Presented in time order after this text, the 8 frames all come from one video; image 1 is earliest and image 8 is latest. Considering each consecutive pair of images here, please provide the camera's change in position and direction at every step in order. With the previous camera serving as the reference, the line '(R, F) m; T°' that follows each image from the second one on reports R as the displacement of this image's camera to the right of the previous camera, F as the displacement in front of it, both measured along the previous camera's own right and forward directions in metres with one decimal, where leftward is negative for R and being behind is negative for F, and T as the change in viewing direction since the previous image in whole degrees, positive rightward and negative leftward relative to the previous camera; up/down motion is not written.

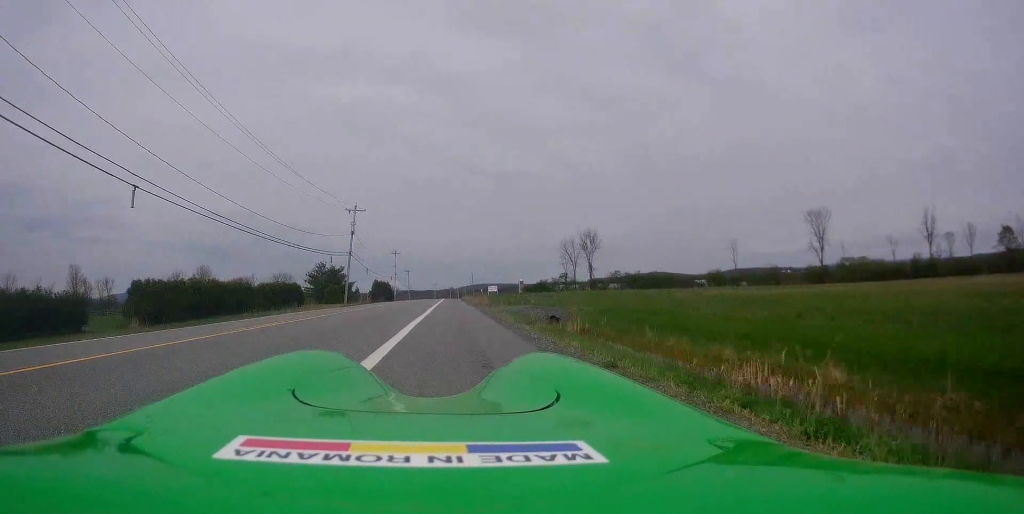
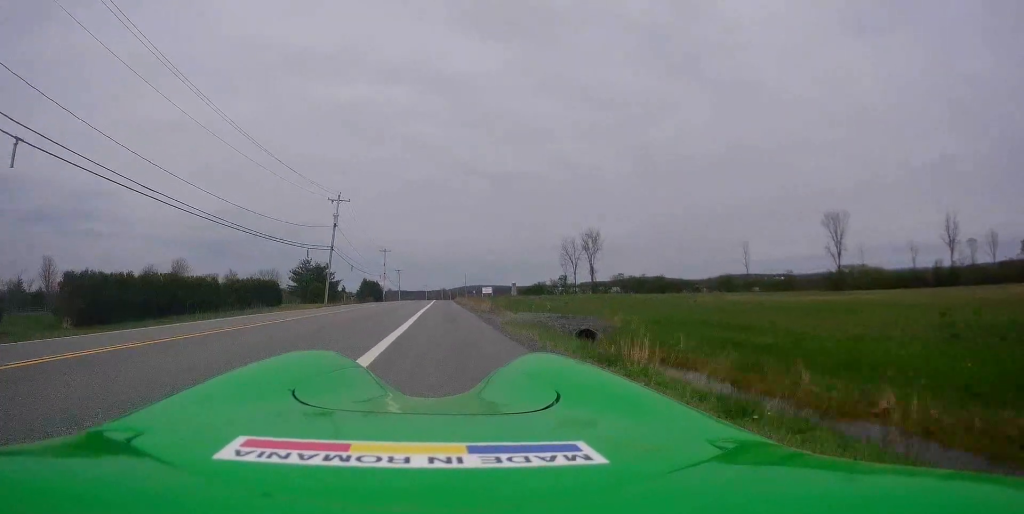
(0.0, +6.8) m; 0°
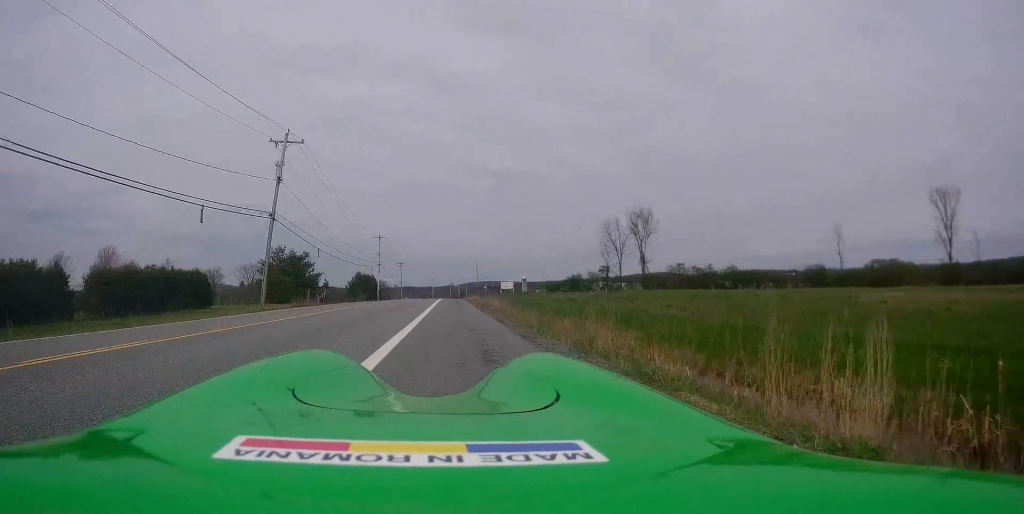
(+0.4, +24.3) m; +2°
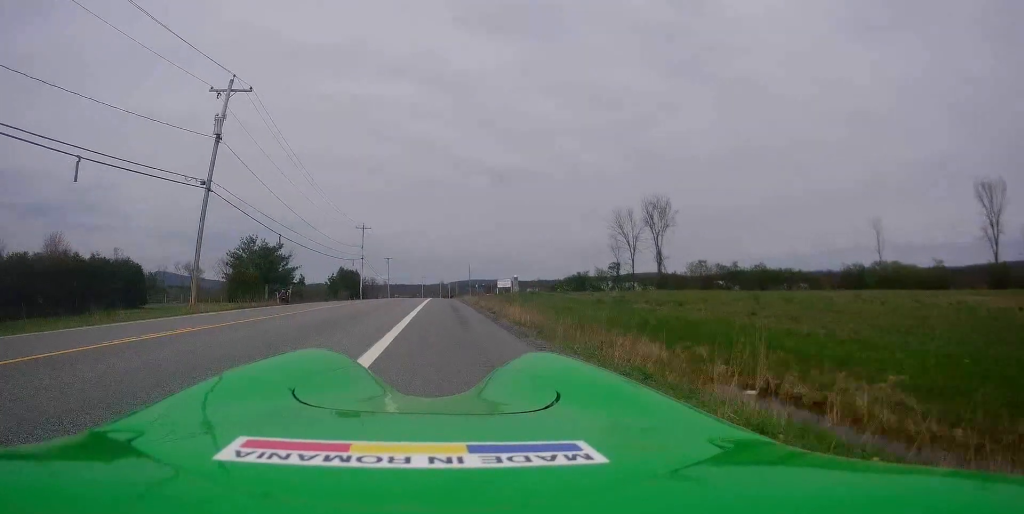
(+0.1, +9.9) m; 0°
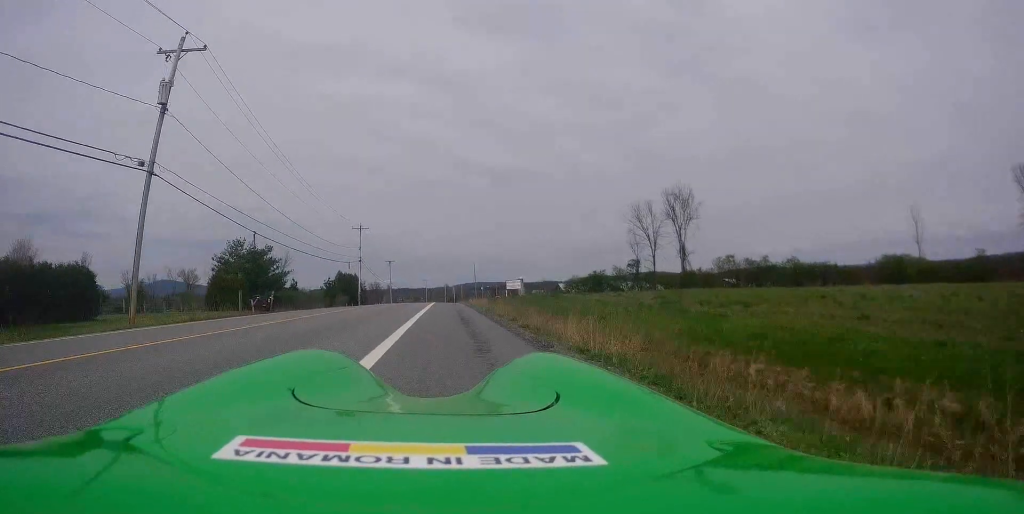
(+0.1, +6.2) m; -1°
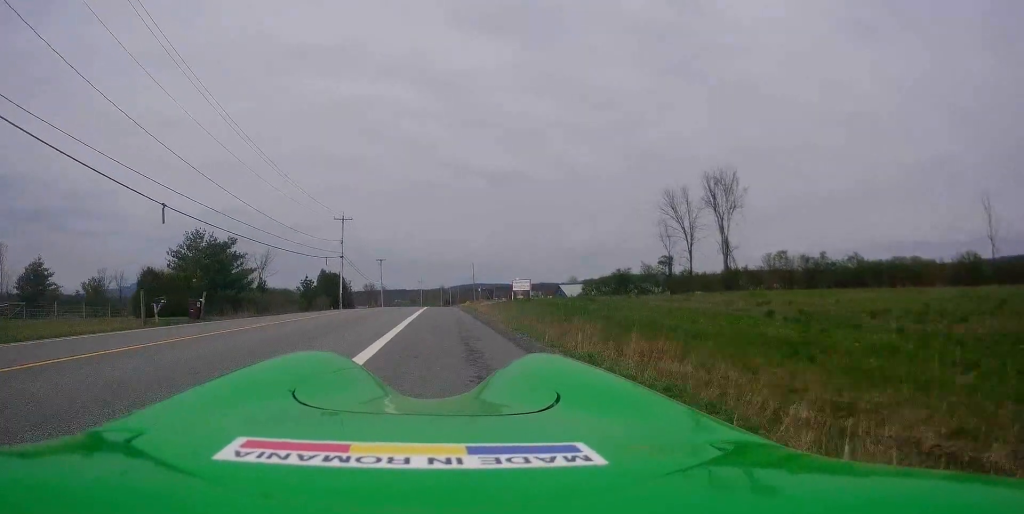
(-0.2, +11.8) m; +1°
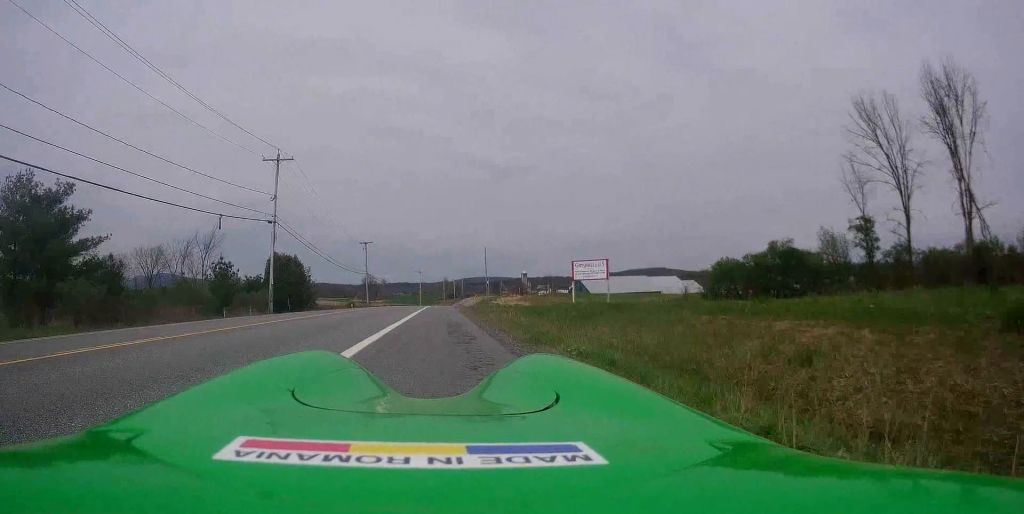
(+0.2, +30.9) m; -1°
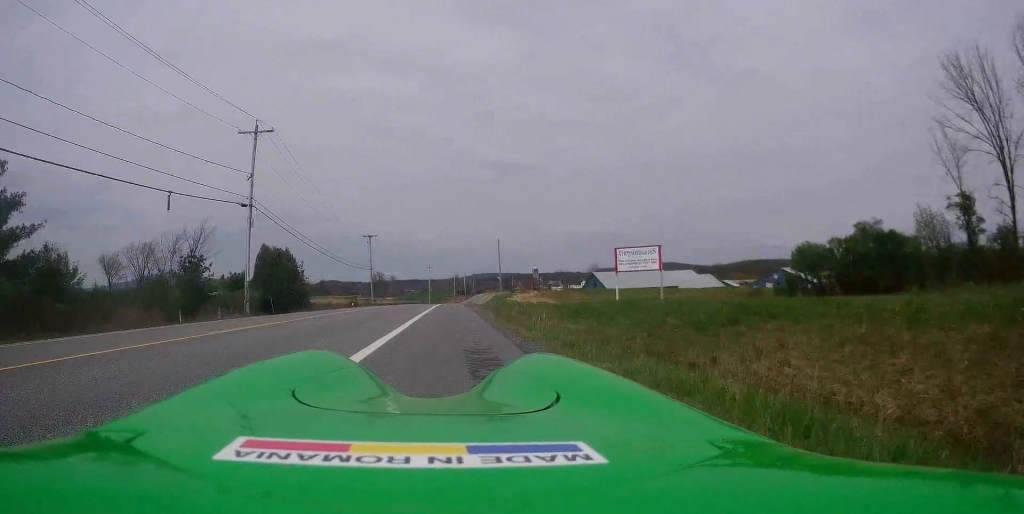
(-0.1, +7.4) m; -1°
